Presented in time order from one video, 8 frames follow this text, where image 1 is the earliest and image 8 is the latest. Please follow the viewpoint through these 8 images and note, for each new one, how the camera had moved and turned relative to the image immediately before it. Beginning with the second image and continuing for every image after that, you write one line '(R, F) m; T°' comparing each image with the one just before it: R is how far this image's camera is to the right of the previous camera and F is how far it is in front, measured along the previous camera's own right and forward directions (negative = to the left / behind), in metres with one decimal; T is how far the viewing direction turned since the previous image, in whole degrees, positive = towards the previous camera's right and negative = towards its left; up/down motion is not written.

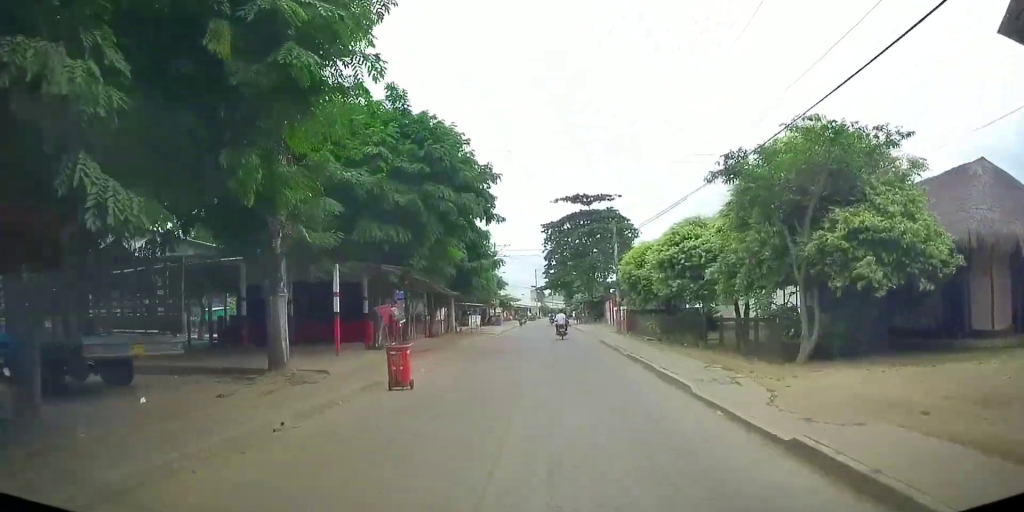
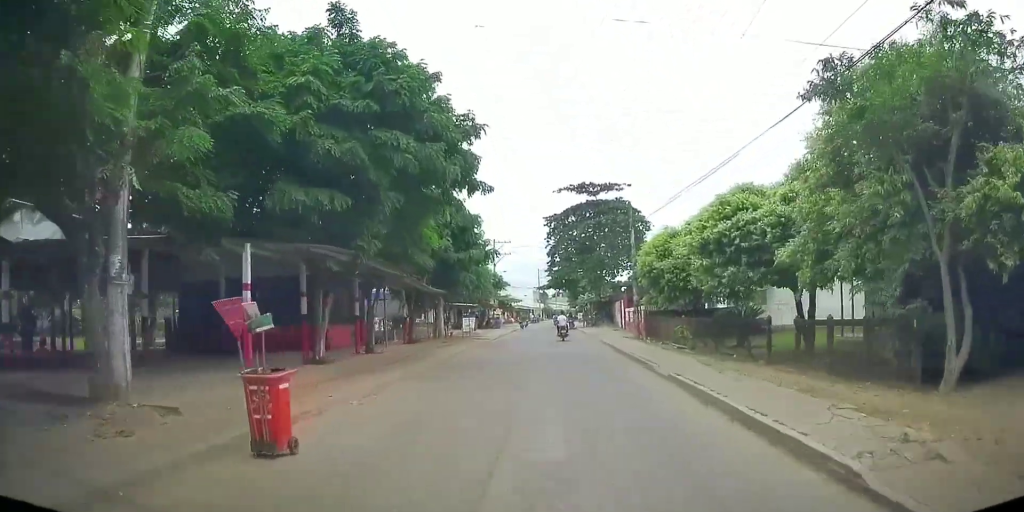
(-0.2, +5.4) m; -1°
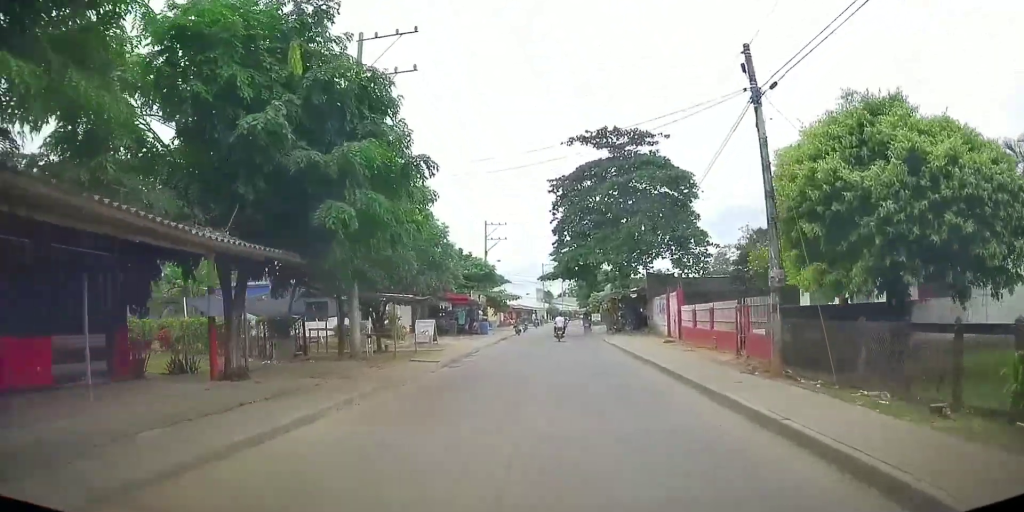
(+0.1, +16.6) m; 0°
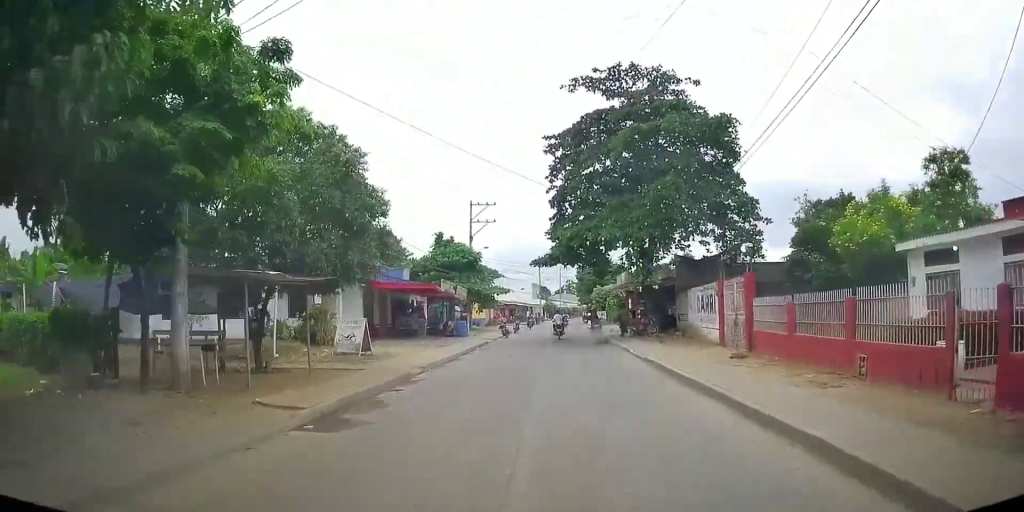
(+0.2, +9.8) m; 0°
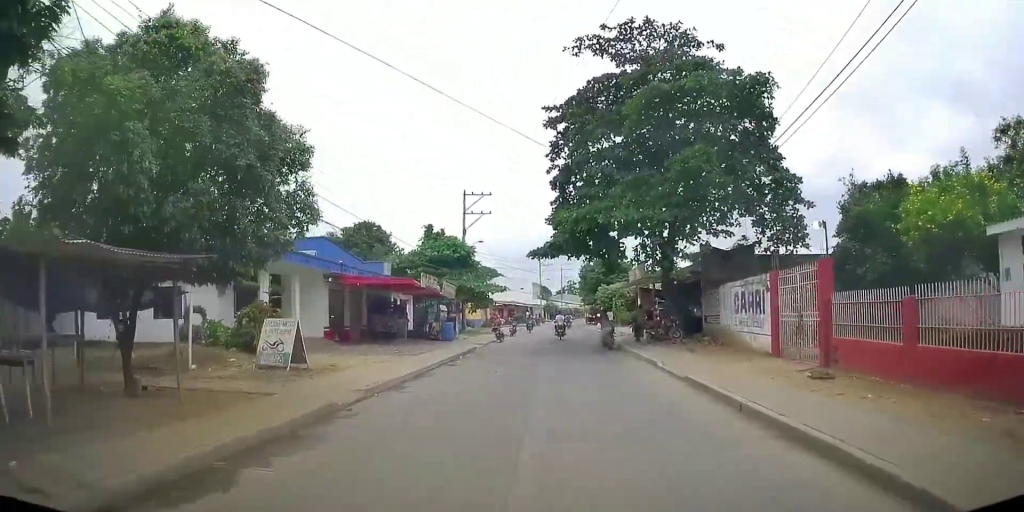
(+0.3, +5.0) m; 0°
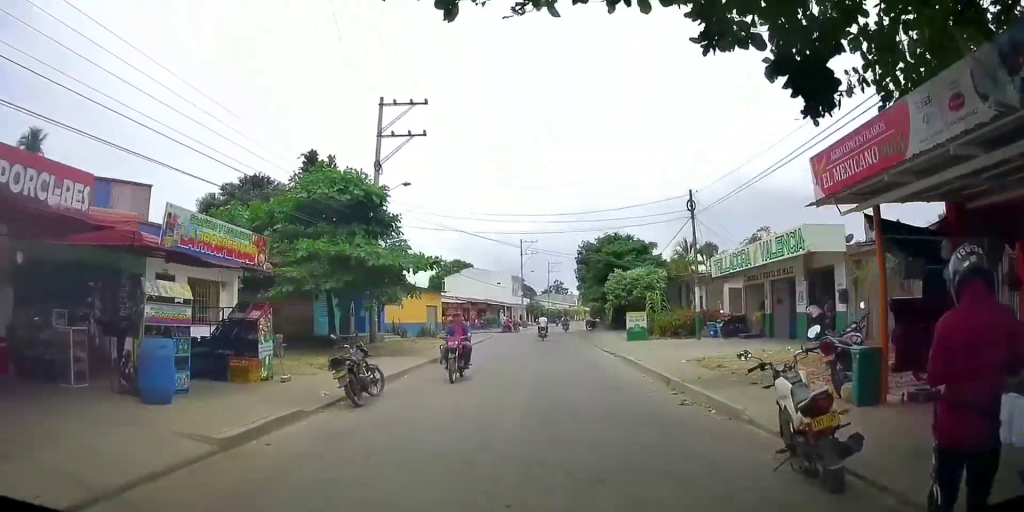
(-1.0, +23.1) m; -3°
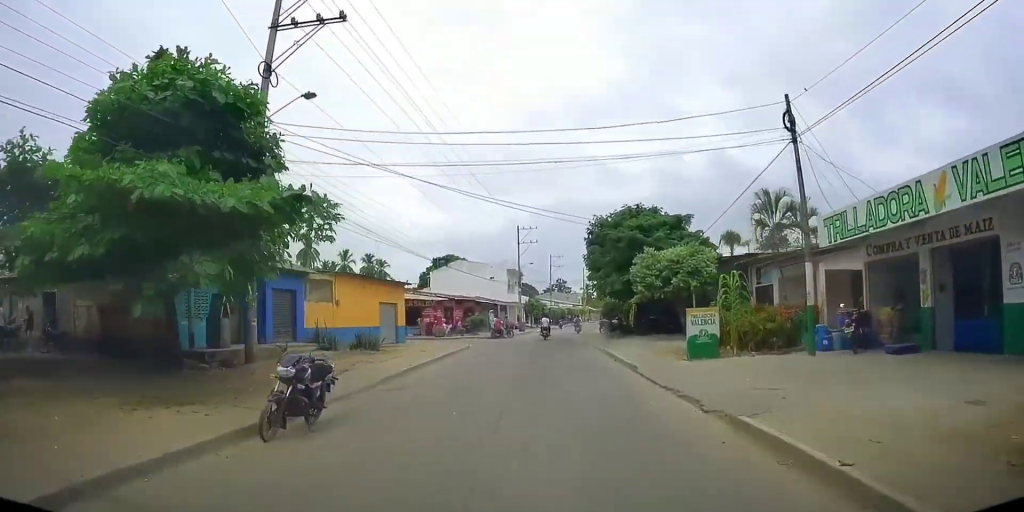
(-0.3, +12.3) m; -1°
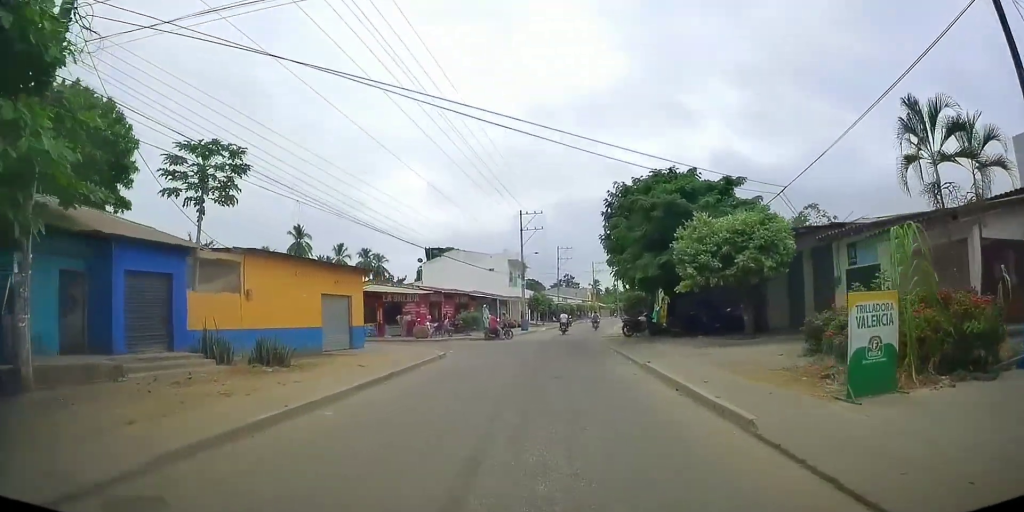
(+0.1, +9.0) m; +2°
